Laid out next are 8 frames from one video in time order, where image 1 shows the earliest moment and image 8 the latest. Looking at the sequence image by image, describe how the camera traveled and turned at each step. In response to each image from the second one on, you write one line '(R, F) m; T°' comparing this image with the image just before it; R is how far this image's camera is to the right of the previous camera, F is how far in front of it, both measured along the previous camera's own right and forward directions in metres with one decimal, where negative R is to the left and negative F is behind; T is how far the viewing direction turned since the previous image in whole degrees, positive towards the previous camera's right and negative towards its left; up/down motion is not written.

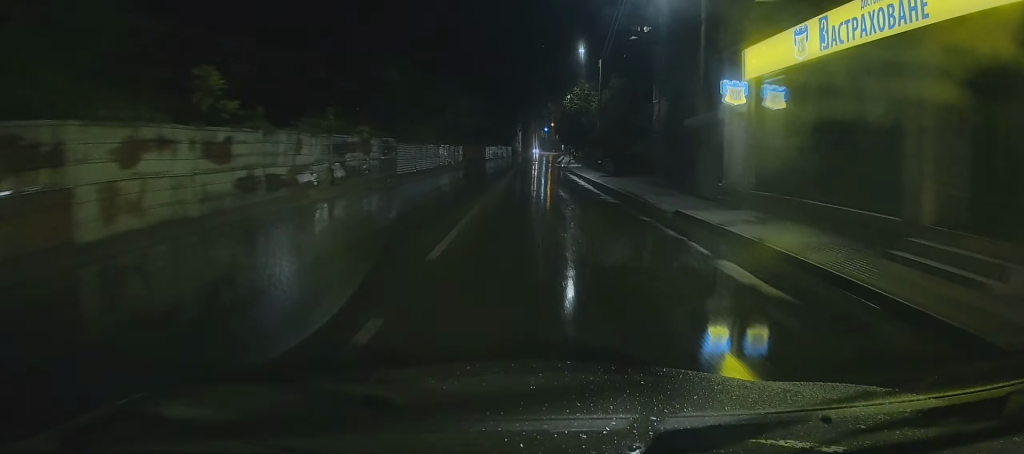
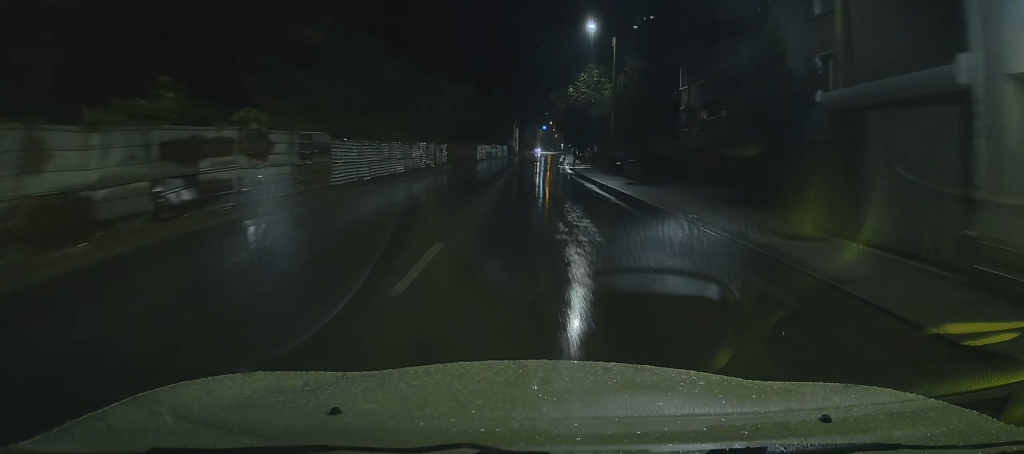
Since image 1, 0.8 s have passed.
(0.0, +11.4) m; 0°
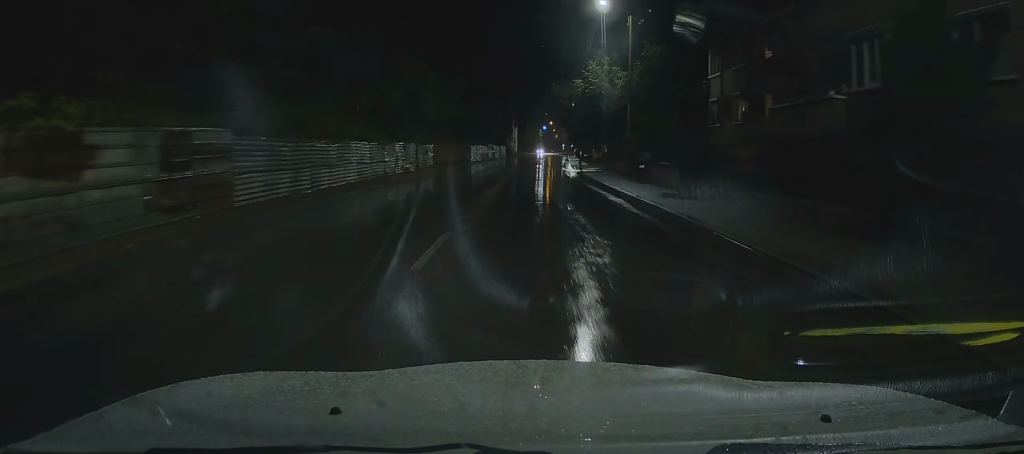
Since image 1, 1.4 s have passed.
(0.0, +8.0) m; 0°
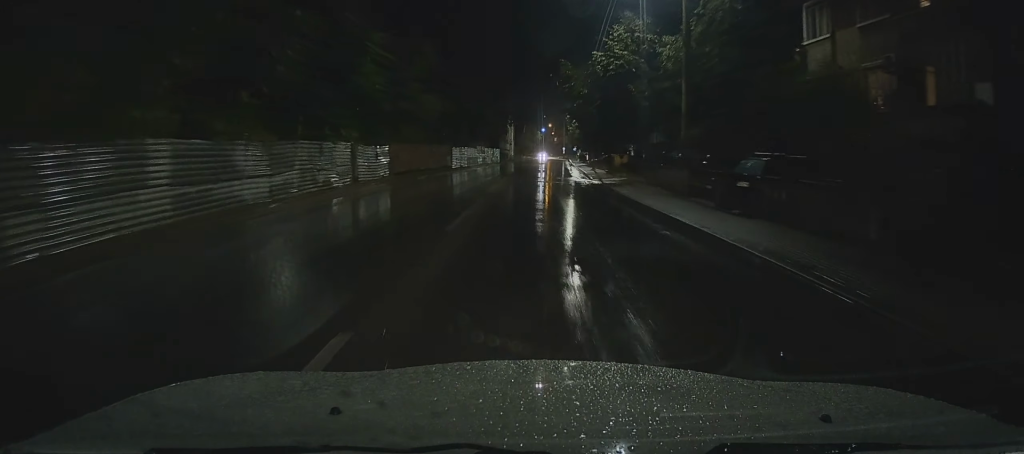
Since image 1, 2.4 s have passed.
(+0.1, +14.5) m; +1°
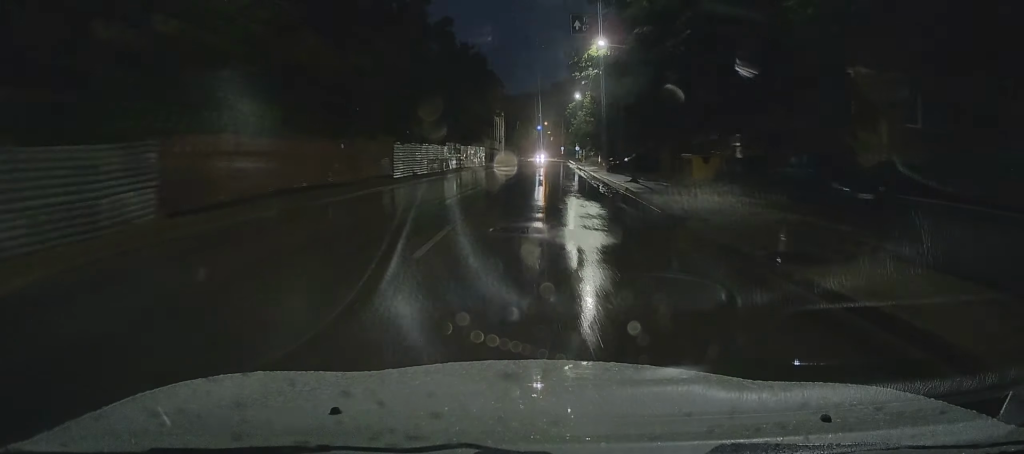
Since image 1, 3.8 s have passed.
(+0.2, +20.4) m; +1°
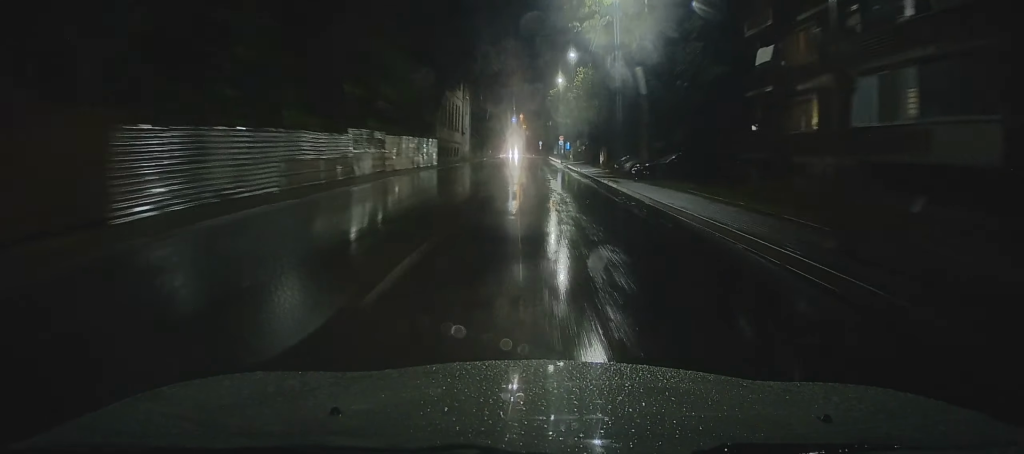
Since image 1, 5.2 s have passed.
(+0.1, +20.0) m; +1°
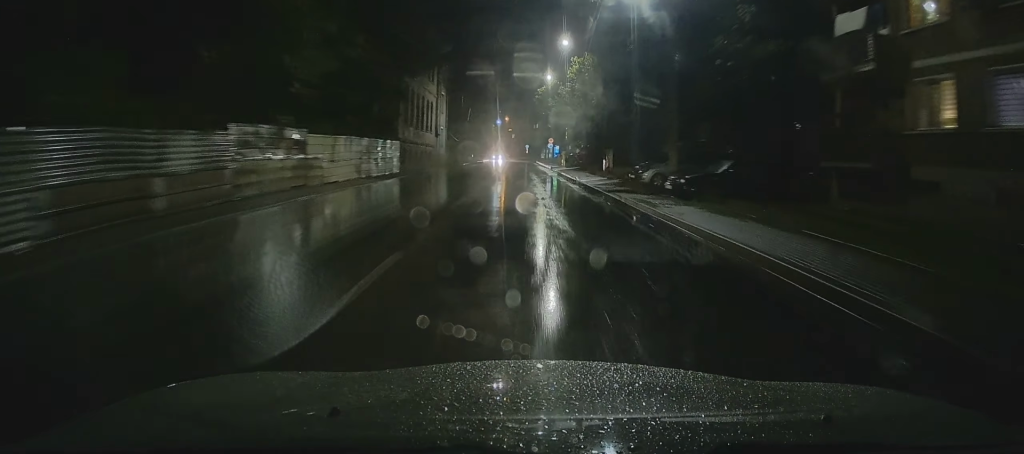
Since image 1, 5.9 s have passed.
(+0.1, +9.3) m; +1°
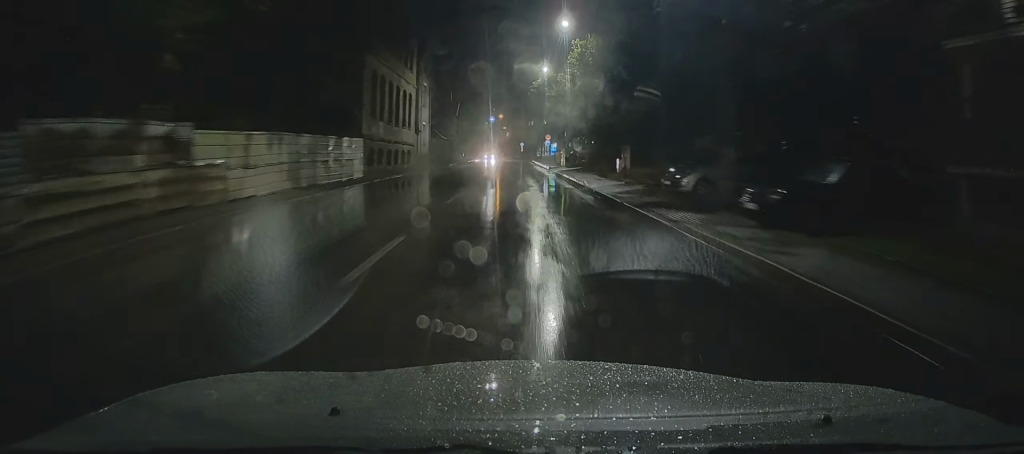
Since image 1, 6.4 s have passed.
(+0.1, +7.3) m; 0°
